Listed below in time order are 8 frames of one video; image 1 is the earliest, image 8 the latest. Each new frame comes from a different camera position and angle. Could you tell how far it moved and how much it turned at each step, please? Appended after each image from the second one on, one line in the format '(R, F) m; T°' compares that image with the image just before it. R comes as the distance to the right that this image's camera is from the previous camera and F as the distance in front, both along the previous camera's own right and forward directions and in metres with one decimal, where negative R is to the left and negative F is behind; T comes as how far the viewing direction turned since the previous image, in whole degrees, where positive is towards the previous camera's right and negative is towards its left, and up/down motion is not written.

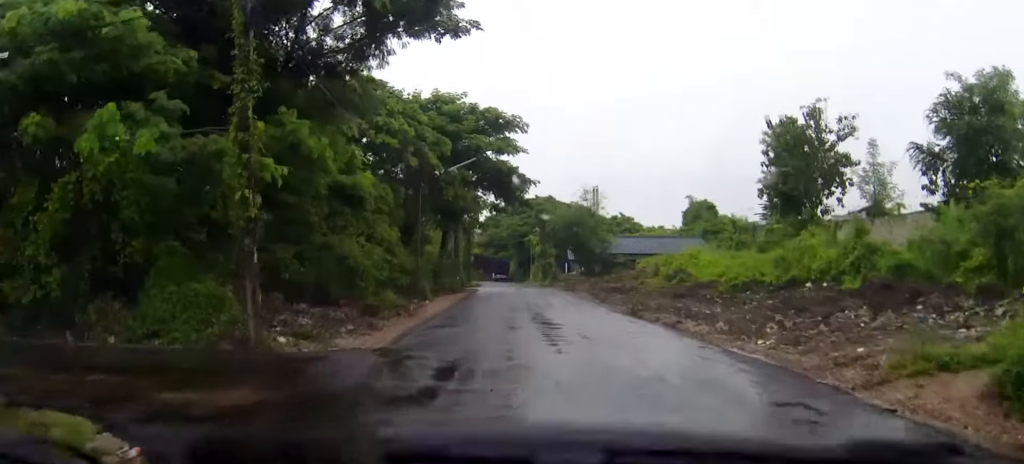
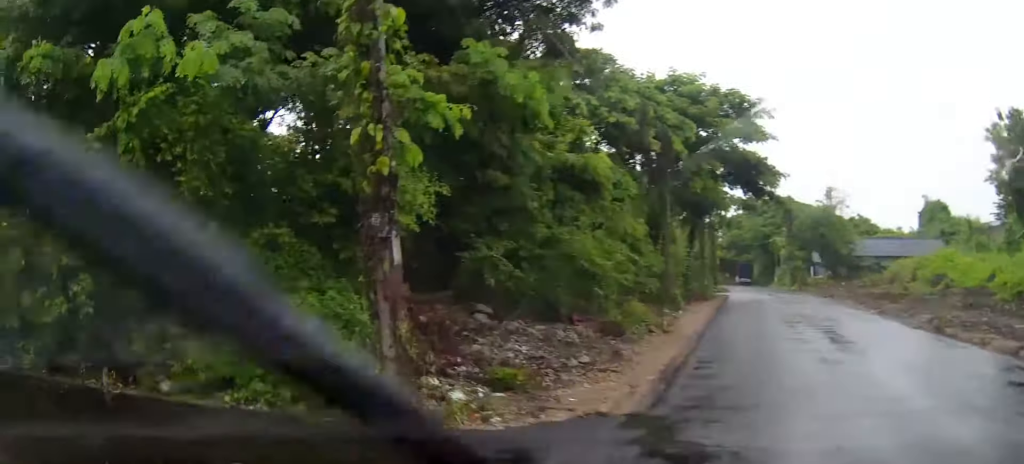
(-0.9, +6.4) m; -23°
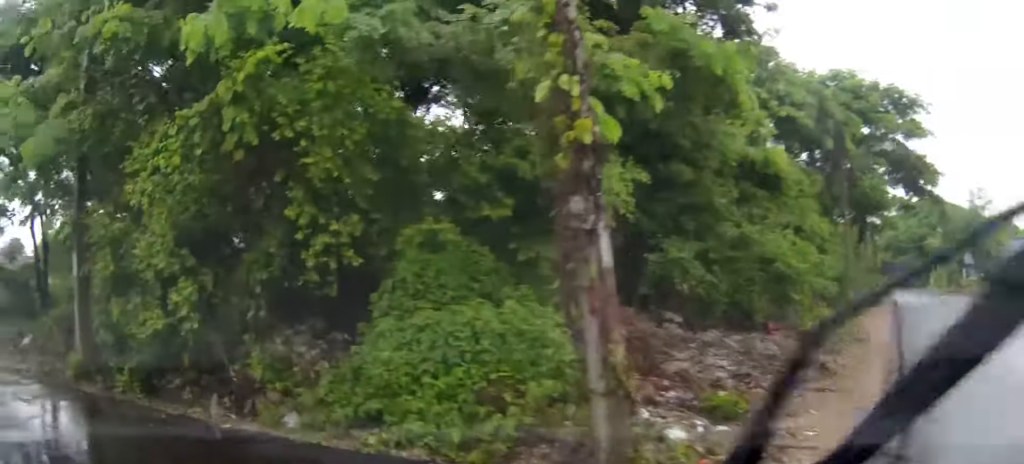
(0.0, +1.8) m; -13°
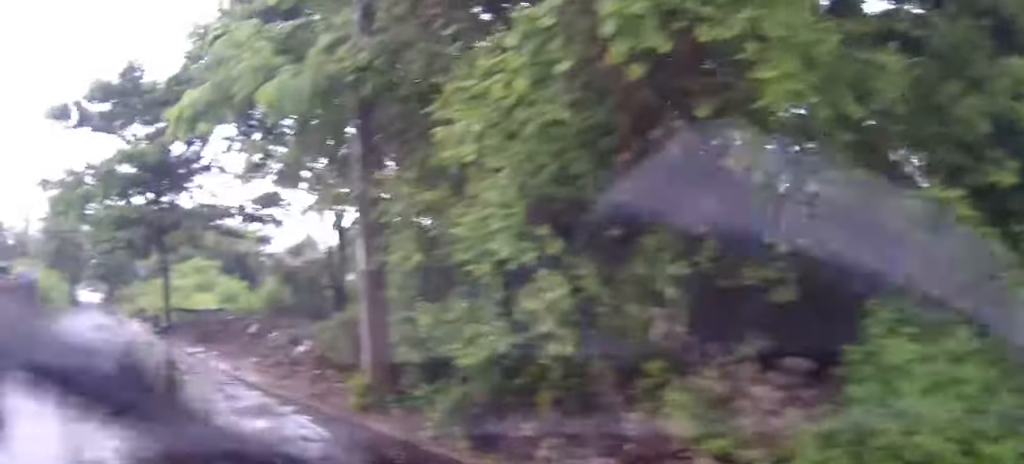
(-0.6, +2.5) m; -21°
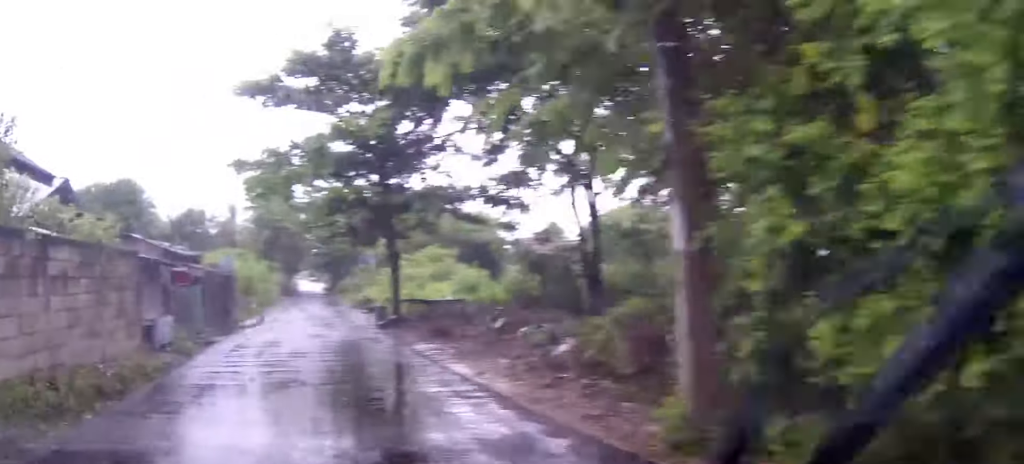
(-0.3, +2.0) m; -11°
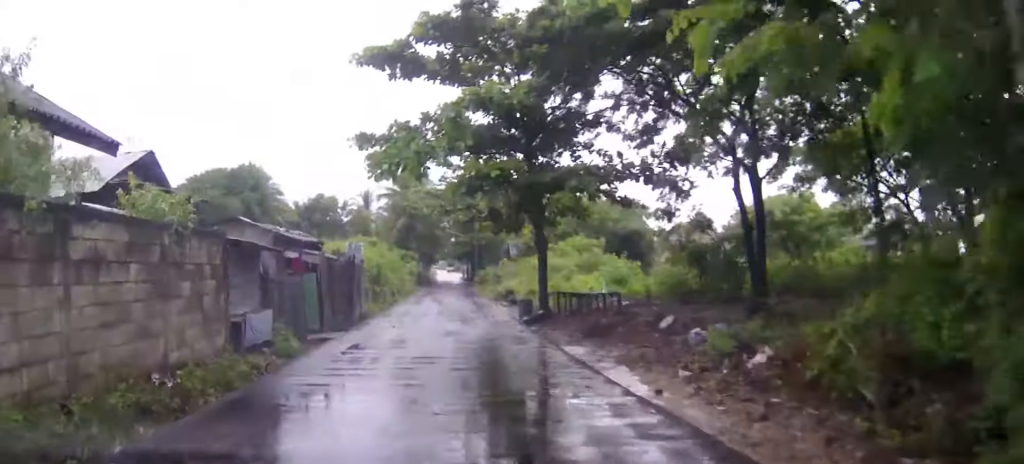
(-0.2, +2.0) m; -8°
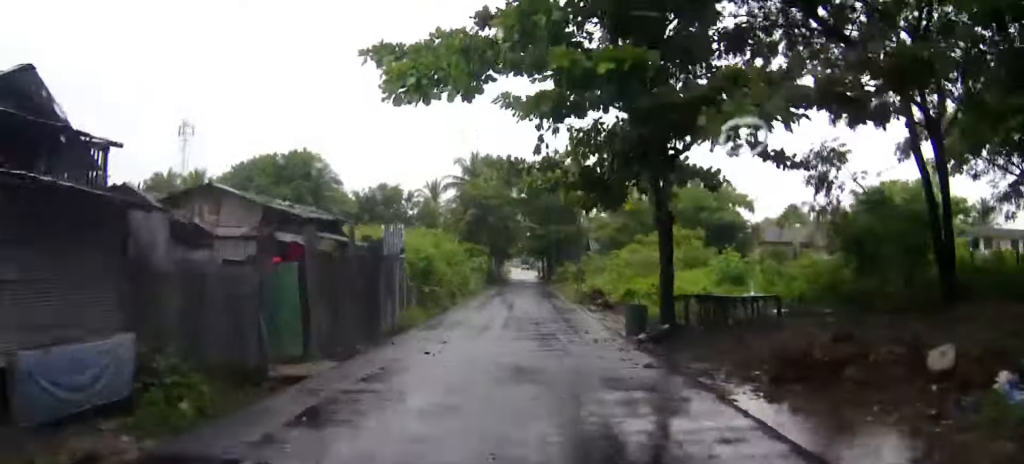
(-0.6, +6.0) m; -9°
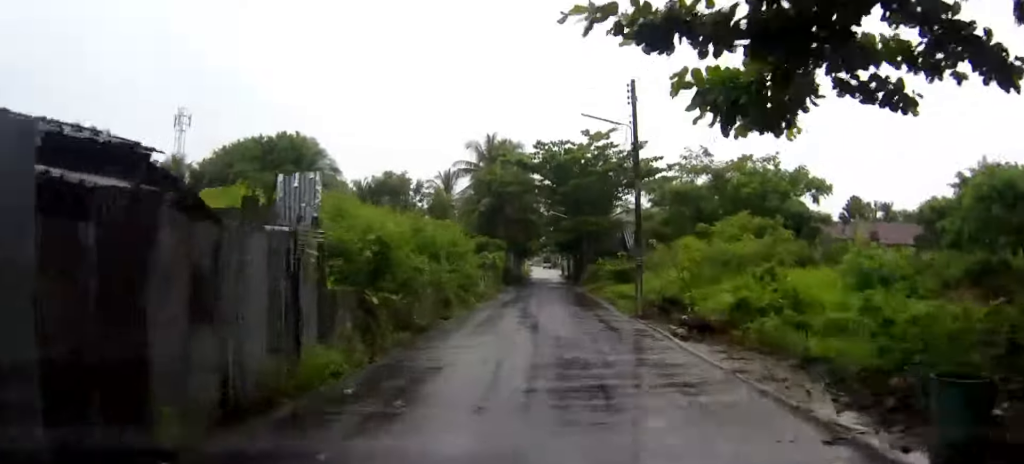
(-0.5, +9.3) m; -4°
